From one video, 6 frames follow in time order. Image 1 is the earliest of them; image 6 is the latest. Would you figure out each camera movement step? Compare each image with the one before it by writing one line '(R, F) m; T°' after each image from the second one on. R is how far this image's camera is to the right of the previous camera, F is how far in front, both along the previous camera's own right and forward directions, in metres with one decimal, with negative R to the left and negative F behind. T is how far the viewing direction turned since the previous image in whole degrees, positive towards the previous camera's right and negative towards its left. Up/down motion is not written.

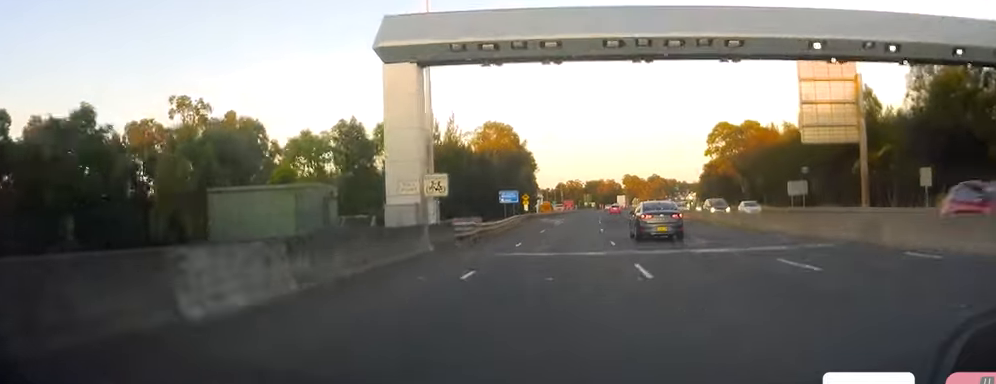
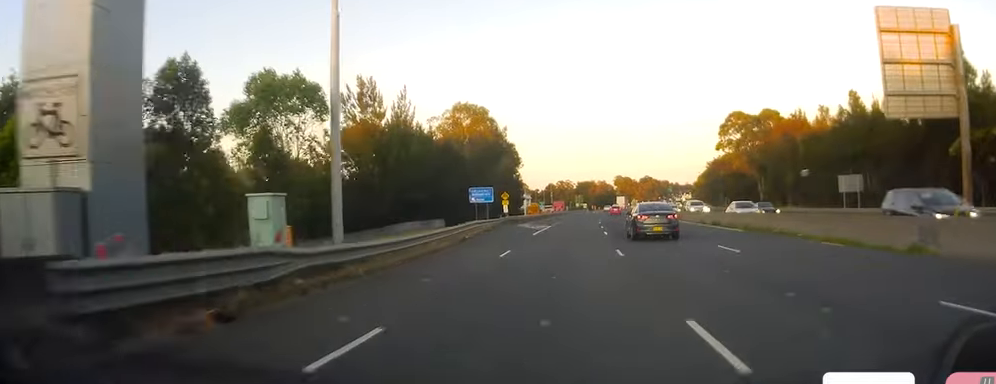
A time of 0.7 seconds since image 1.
(+0.1, +20.1) m; +1°
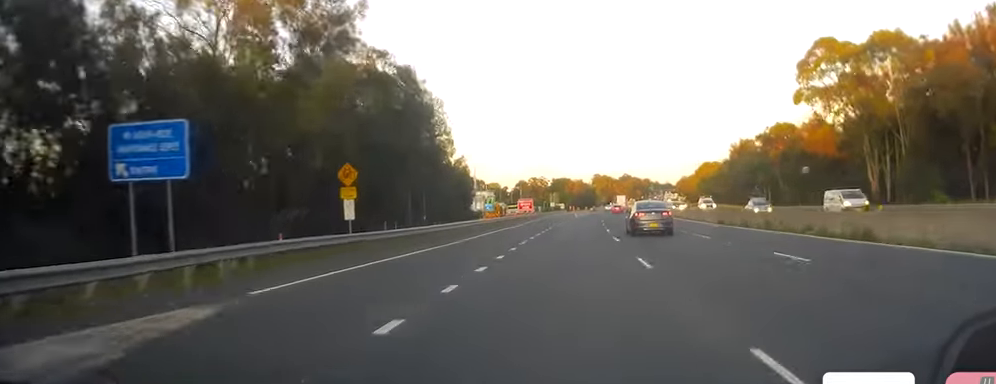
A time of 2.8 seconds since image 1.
(+0.6, +55.6) m; +1°
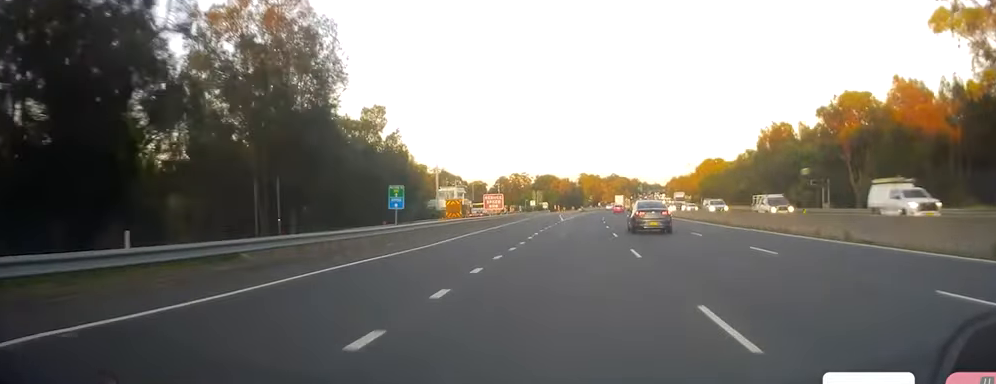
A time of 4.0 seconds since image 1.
(+0.4, +32.7) m; +1°
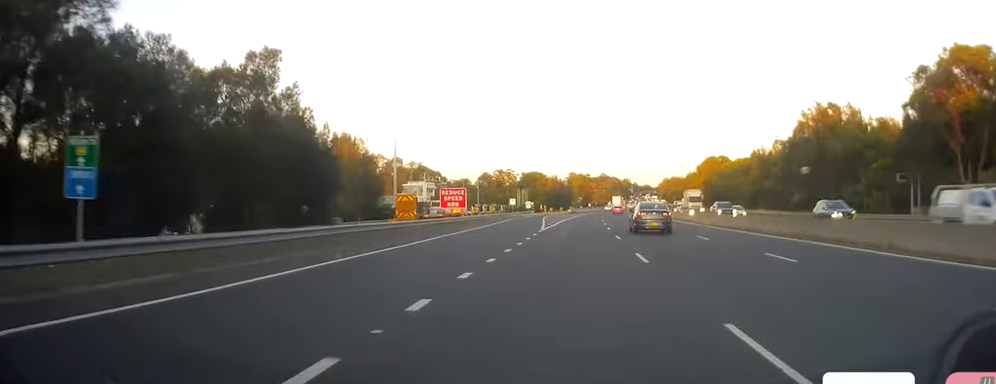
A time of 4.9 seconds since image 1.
(+0.2, +25.3) m; 0°
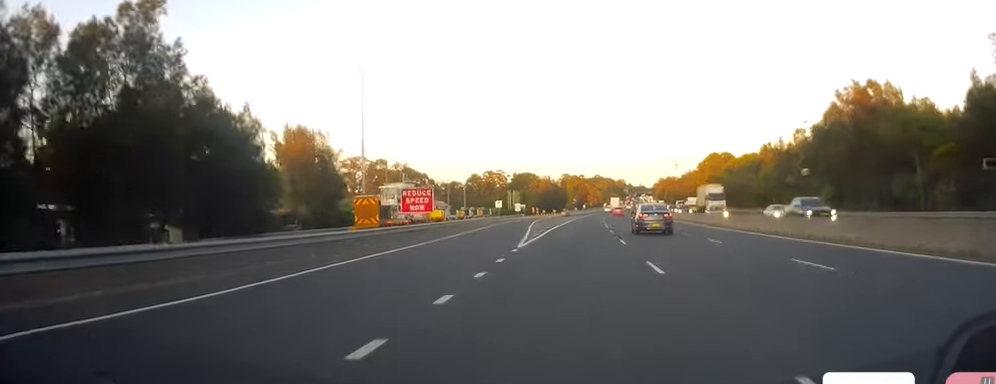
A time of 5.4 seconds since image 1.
(0.0, +14.4) m; 0°
